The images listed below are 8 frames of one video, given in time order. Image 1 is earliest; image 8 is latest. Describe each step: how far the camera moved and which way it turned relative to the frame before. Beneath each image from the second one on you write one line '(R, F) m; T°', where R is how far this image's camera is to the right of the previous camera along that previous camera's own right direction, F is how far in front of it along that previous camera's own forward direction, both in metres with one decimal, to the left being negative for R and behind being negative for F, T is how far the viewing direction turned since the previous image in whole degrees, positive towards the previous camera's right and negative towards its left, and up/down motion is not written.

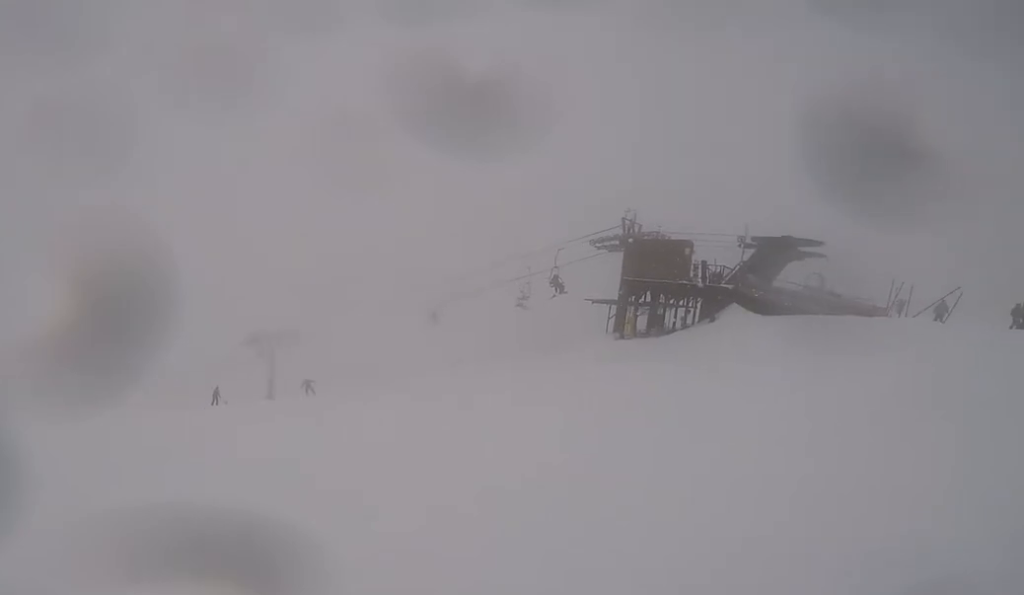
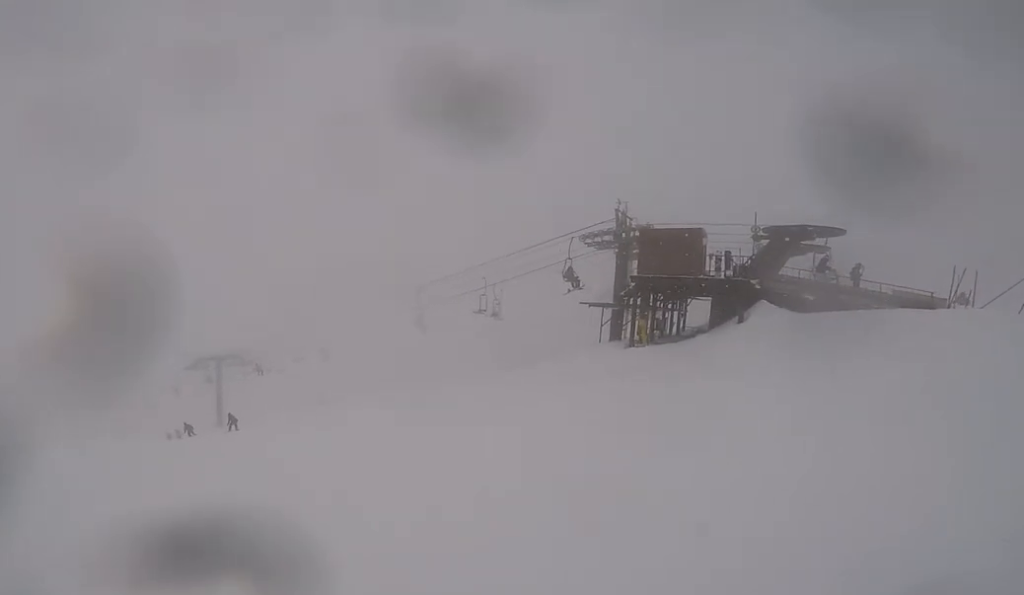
(+0.6, +4.6) m; +8°
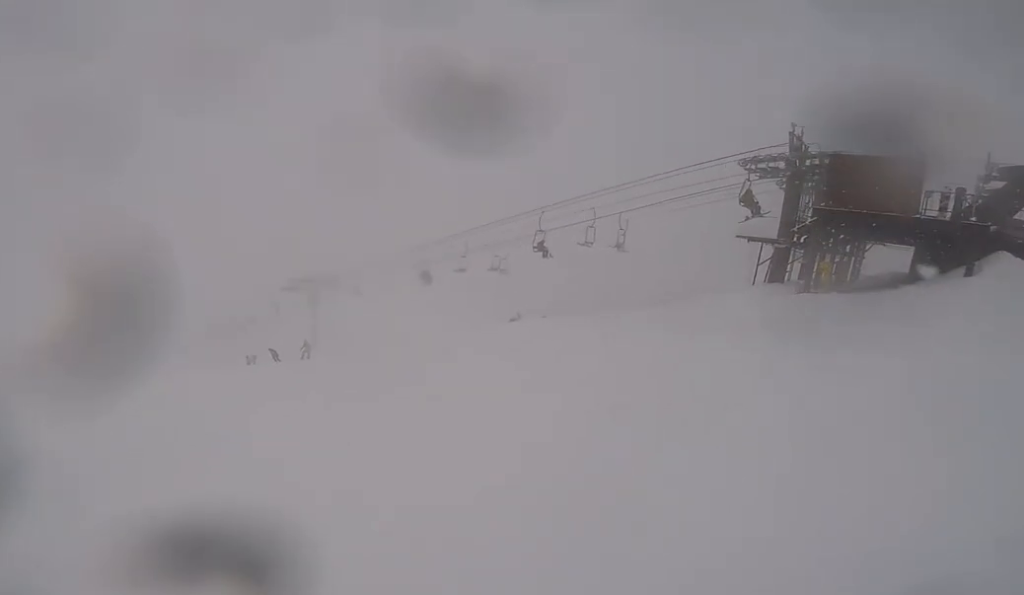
(0.0, +2.7) m; +1°
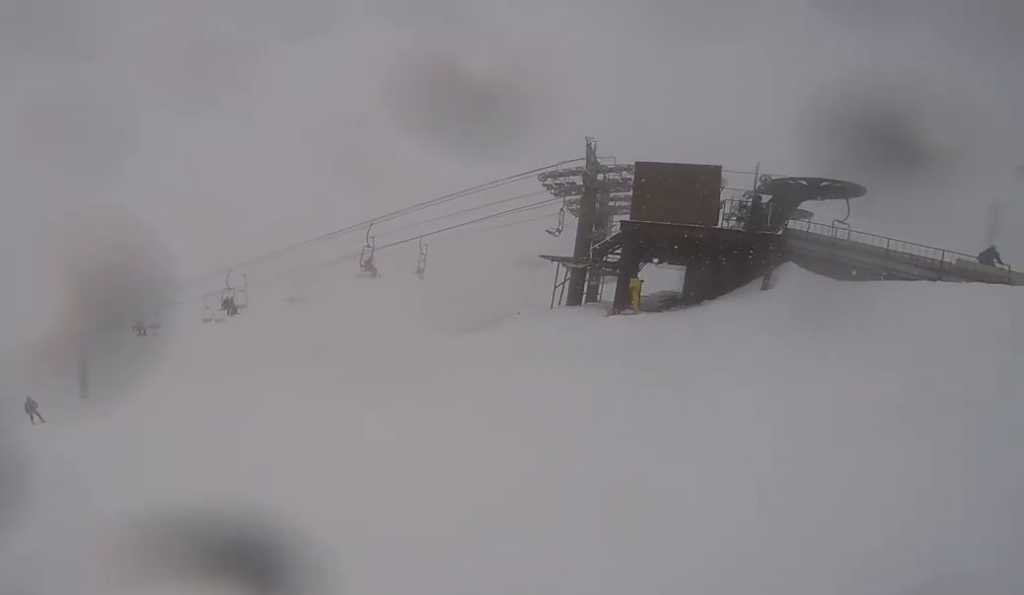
(0.0, +4.2) m; 0°
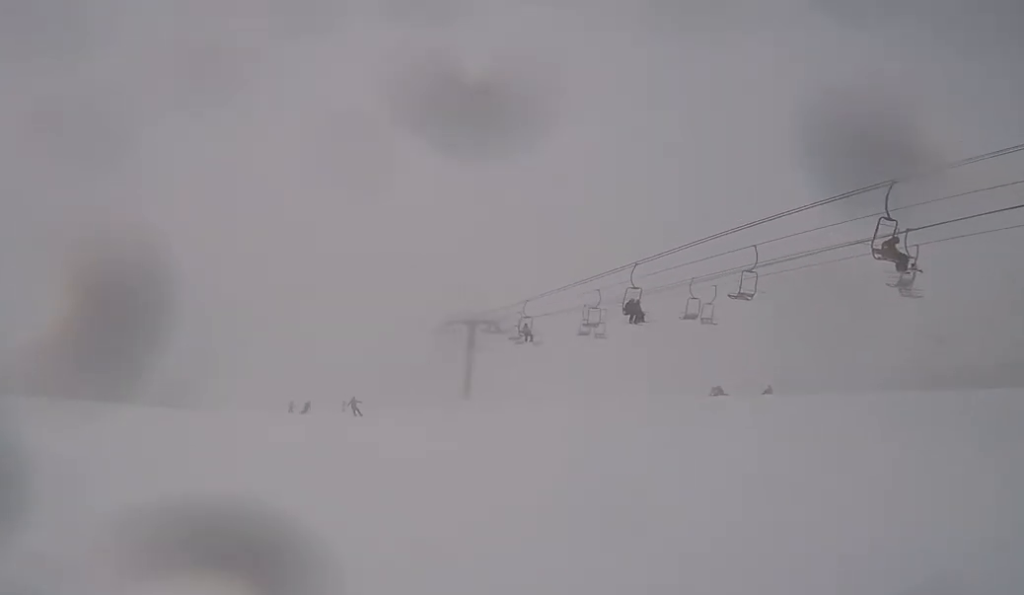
(-0.1, +5.8) m; -24°
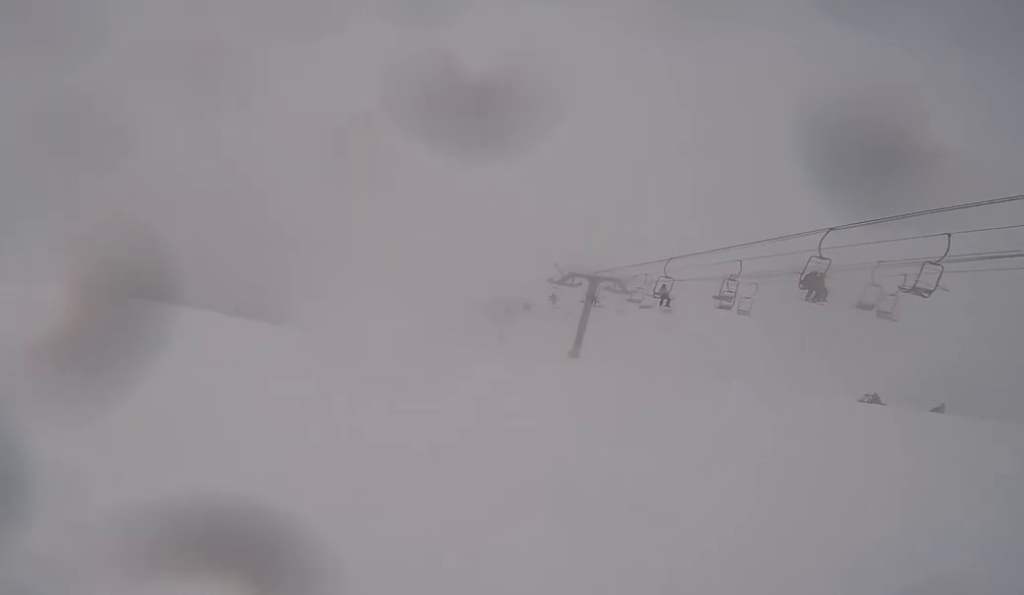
(-0.7, +1.9) m; -24°
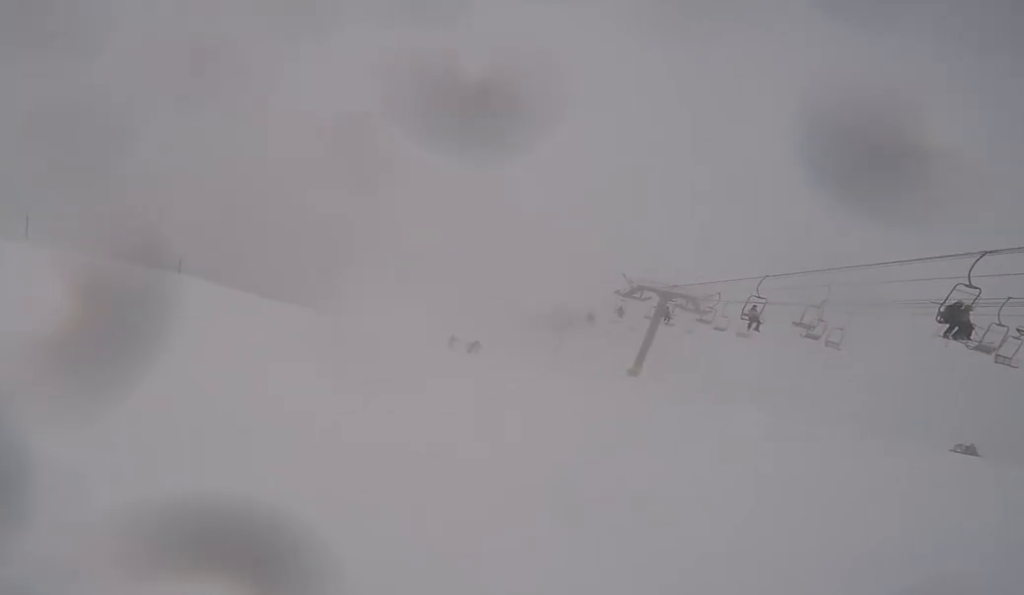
(-0.1, +1.5) m; -18°
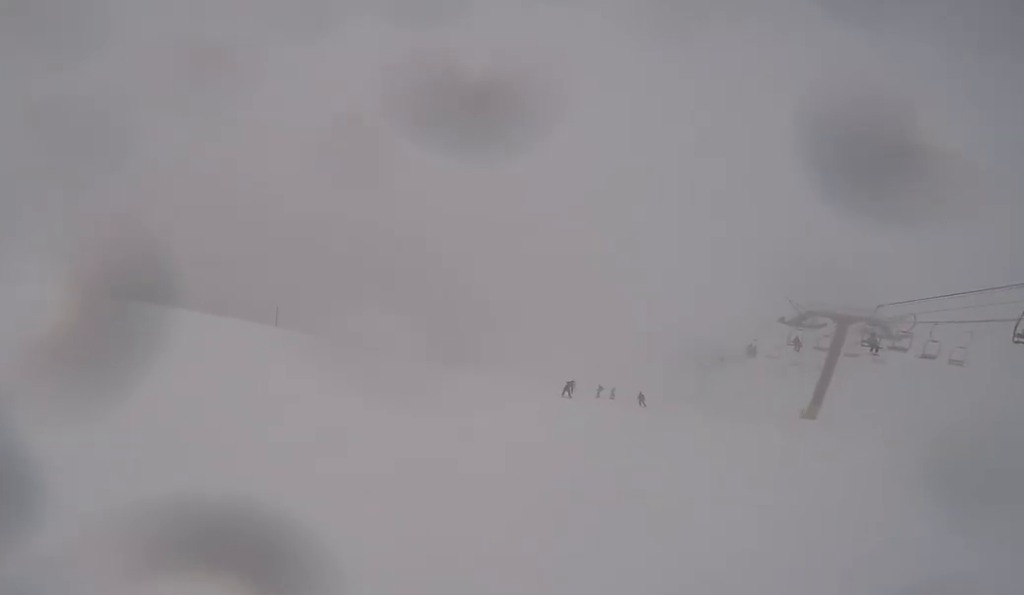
(-0.8, +2.5) m; -17°
